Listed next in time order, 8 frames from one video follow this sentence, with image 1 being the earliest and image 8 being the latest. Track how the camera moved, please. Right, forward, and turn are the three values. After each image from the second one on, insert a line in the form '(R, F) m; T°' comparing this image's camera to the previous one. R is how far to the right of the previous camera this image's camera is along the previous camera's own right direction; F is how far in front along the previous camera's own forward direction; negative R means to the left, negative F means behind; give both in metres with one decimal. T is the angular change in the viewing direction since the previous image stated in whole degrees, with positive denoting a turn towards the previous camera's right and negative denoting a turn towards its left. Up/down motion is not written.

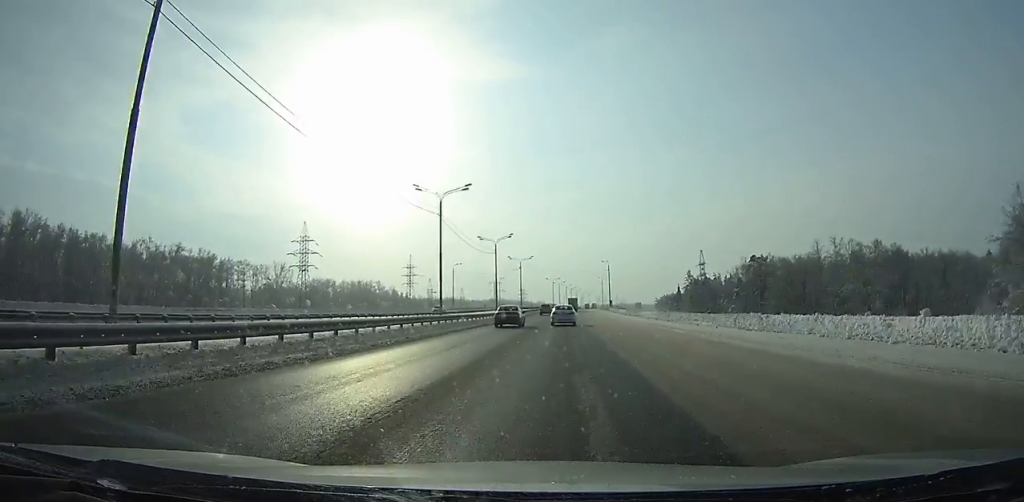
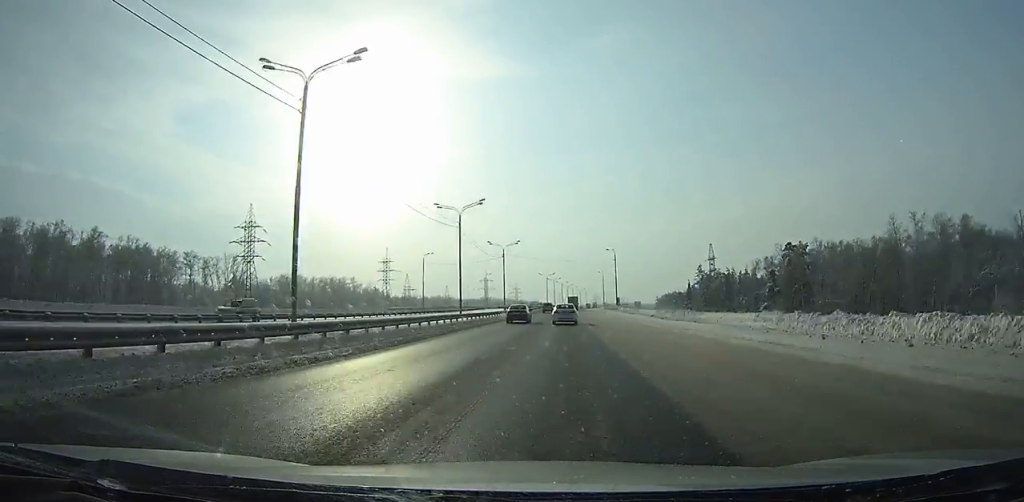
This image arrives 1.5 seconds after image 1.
(+0.1, +33.0) m; +1°
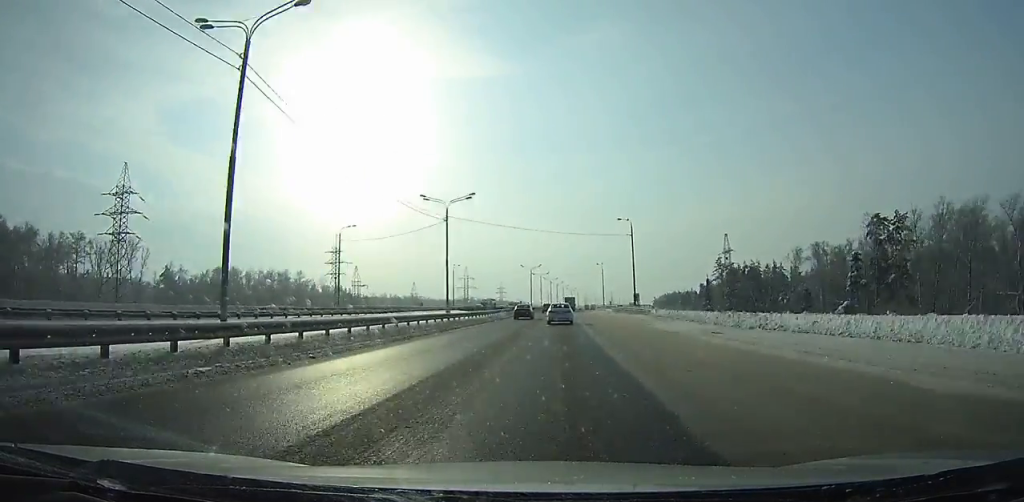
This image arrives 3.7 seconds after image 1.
(+0.4, +48.4) m; +1°
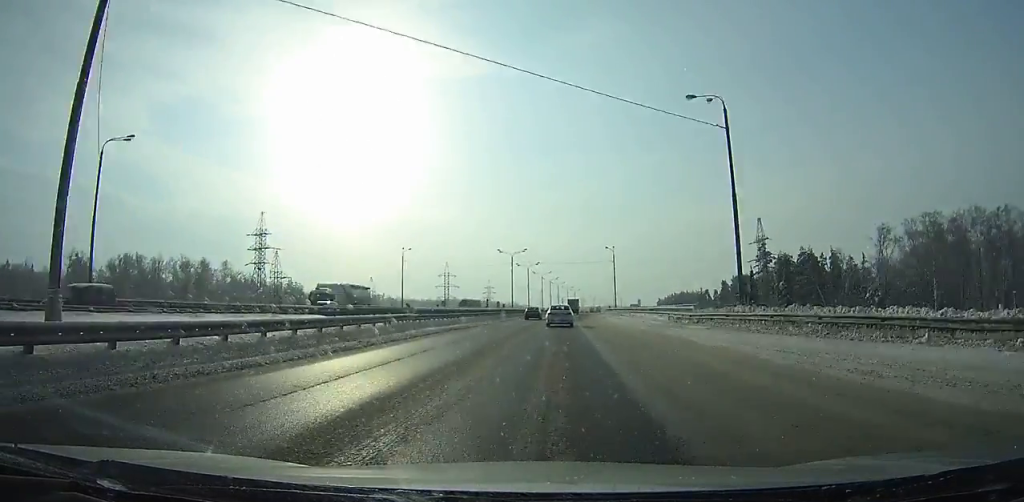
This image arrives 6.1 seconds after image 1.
(+0.3, +52.6) m; +1°
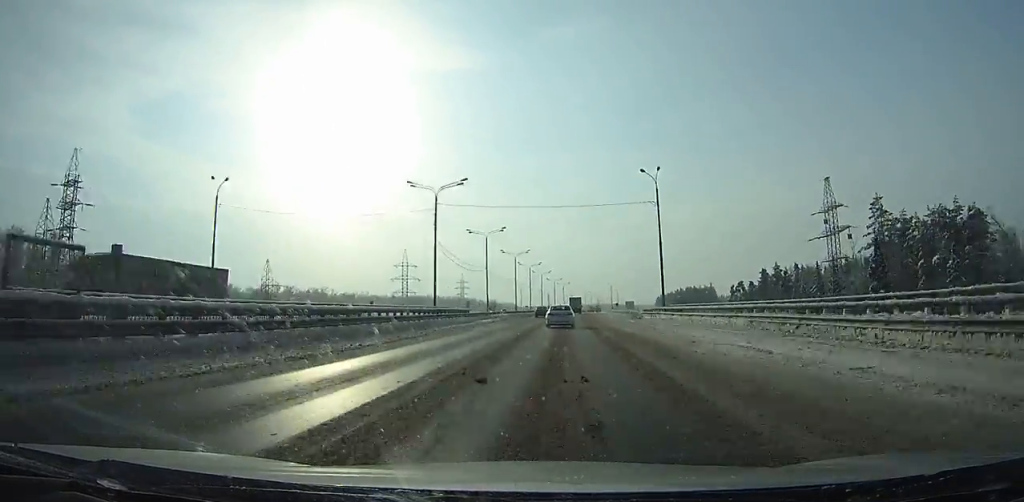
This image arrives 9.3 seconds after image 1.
(+0.6, +69.7) m; +1°
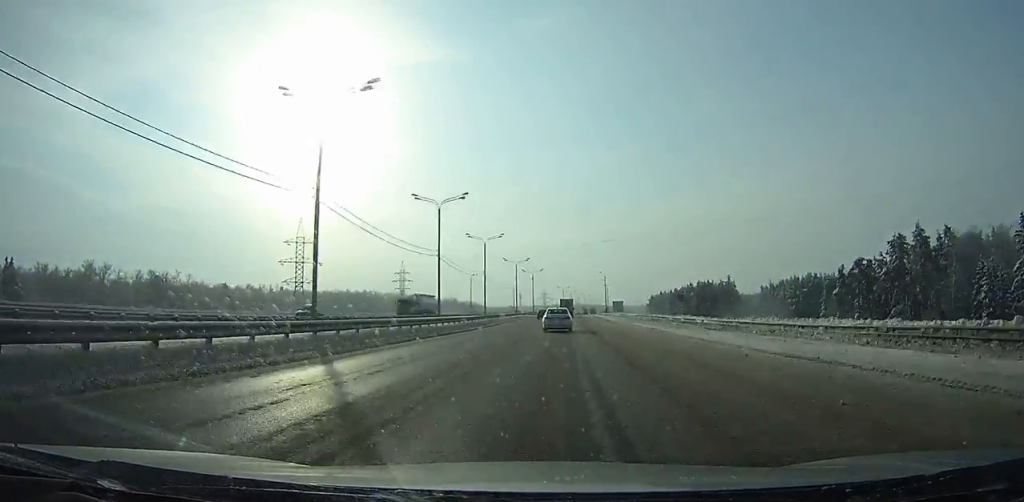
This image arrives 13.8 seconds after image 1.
(+1.6, +97.5) m; +2°
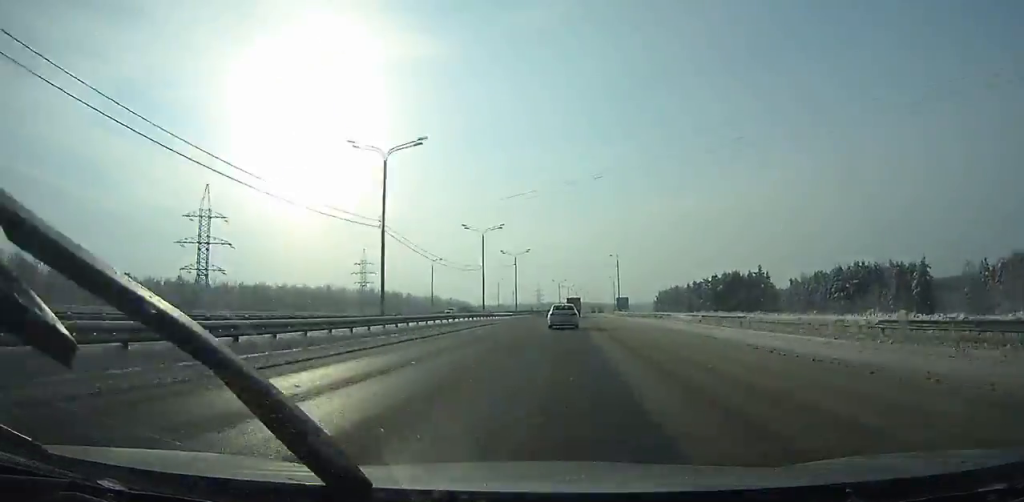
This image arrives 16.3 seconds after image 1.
(+0.6, +53.8) m; +1°
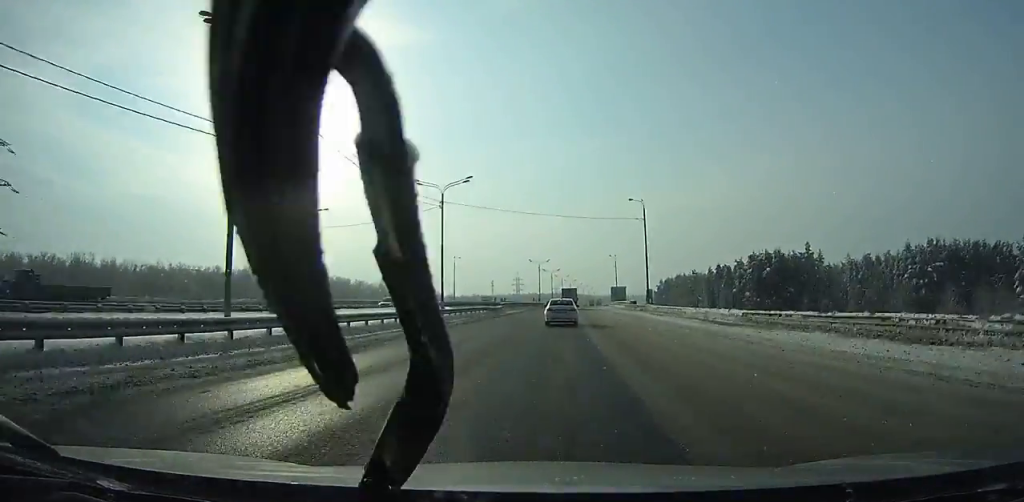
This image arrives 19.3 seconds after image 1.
(+0.7, +63.9) m; +1°
